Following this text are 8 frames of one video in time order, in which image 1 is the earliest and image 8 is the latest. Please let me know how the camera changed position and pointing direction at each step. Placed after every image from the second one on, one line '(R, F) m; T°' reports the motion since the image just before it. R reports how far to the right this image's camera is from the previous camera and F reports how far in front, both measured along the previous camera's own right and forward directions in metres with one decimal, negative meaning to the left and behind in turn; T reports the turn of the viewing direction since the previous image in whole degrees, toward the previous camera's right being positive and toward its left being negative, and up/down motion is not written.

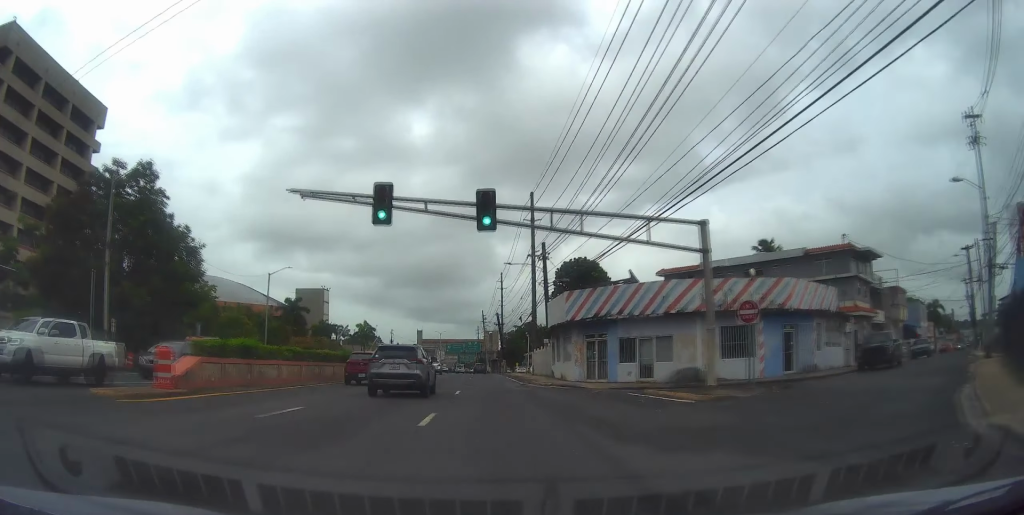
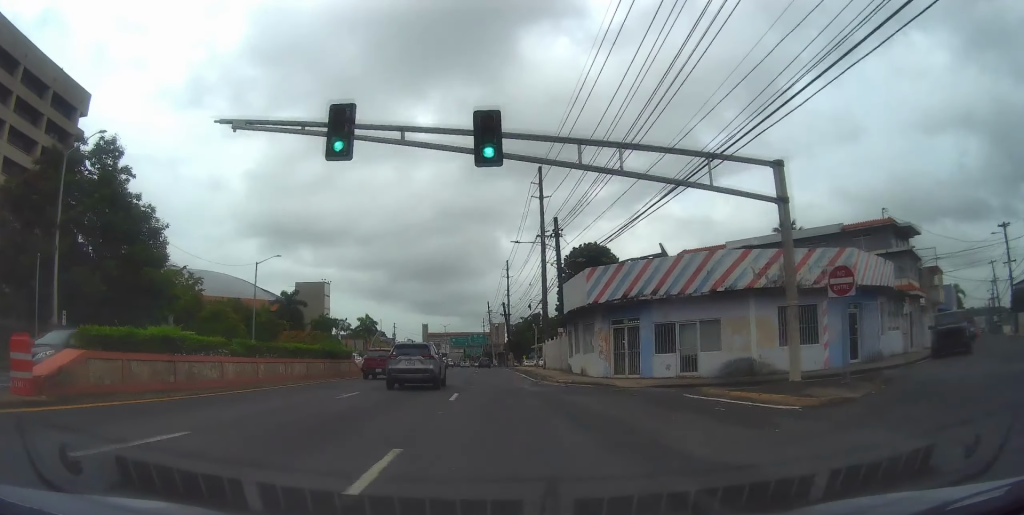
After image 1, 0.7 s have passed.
(0.0, +6.2) m; 0°
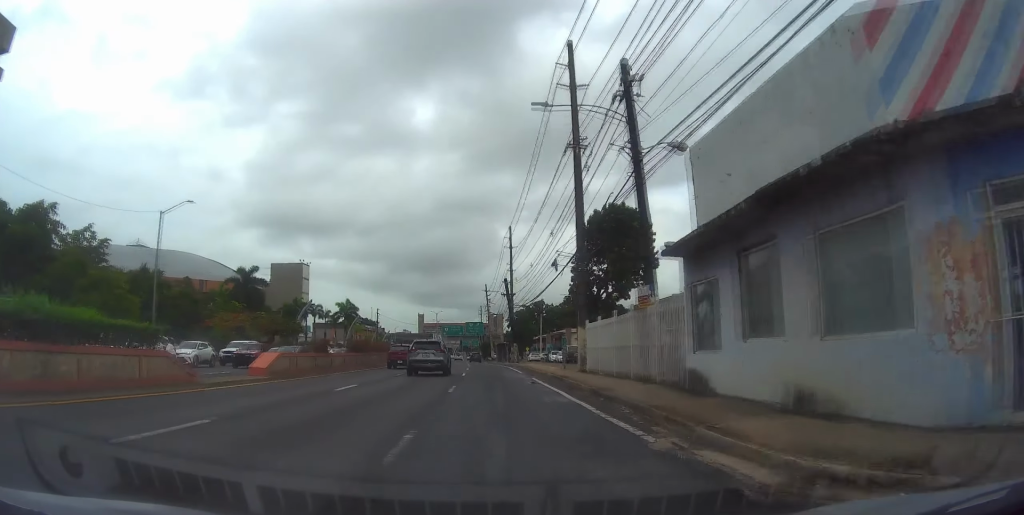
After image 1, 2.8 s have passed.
(0.0, +23.0) m; 0°
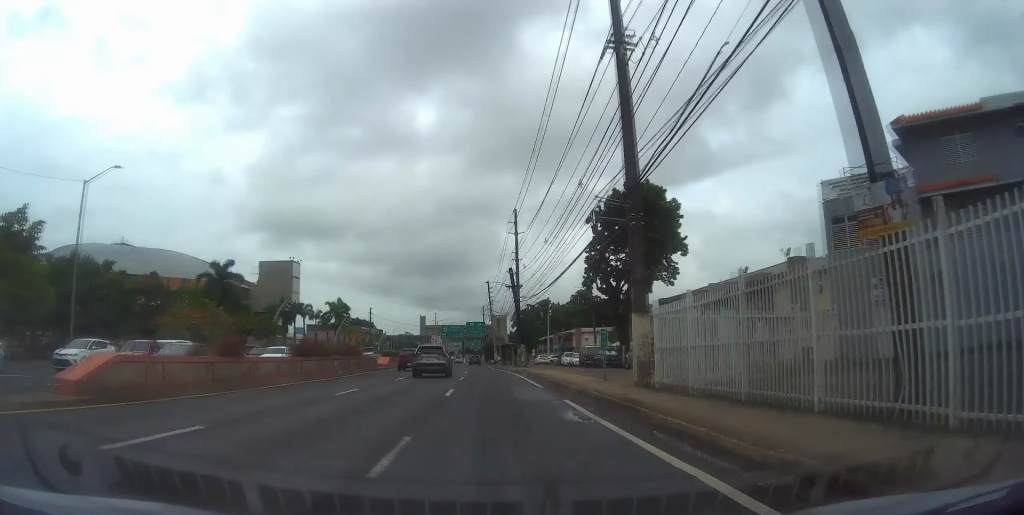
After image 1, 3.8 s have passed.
(0.0, +12.0) m; 0°
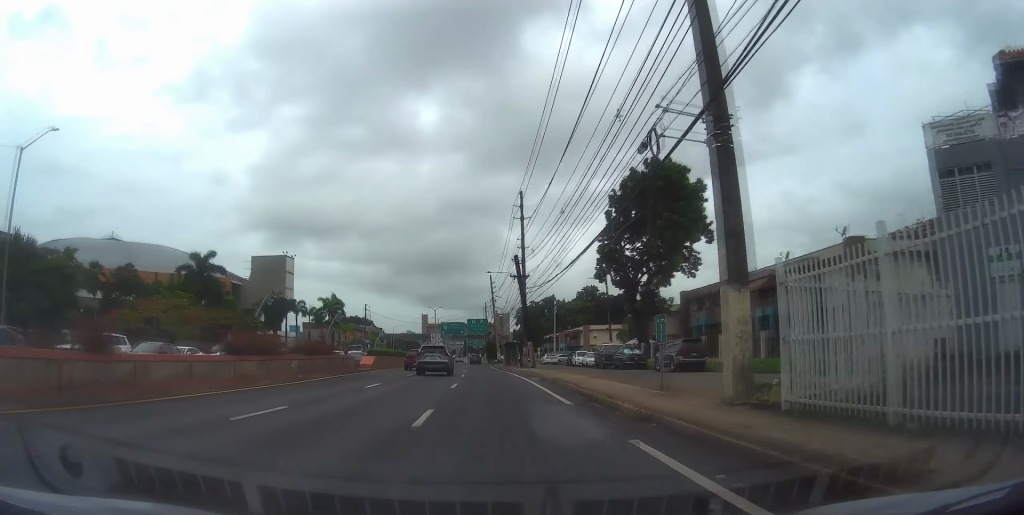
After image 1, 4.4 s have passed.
(0.0, +8.0) m; 0°
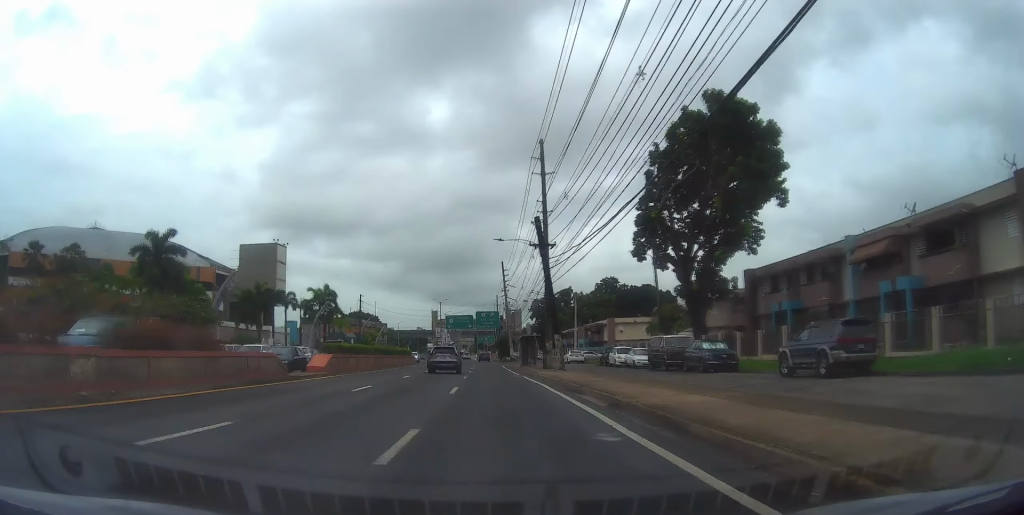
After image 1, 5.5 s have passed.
(-0.1, +15.6) m; -1°
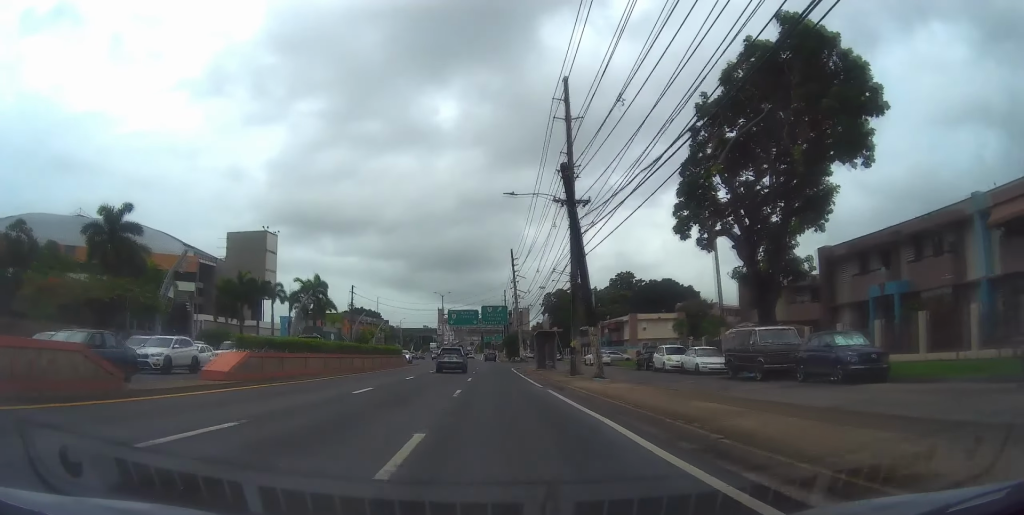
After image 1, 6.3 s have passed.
(0.0, +12.3) m; -1°
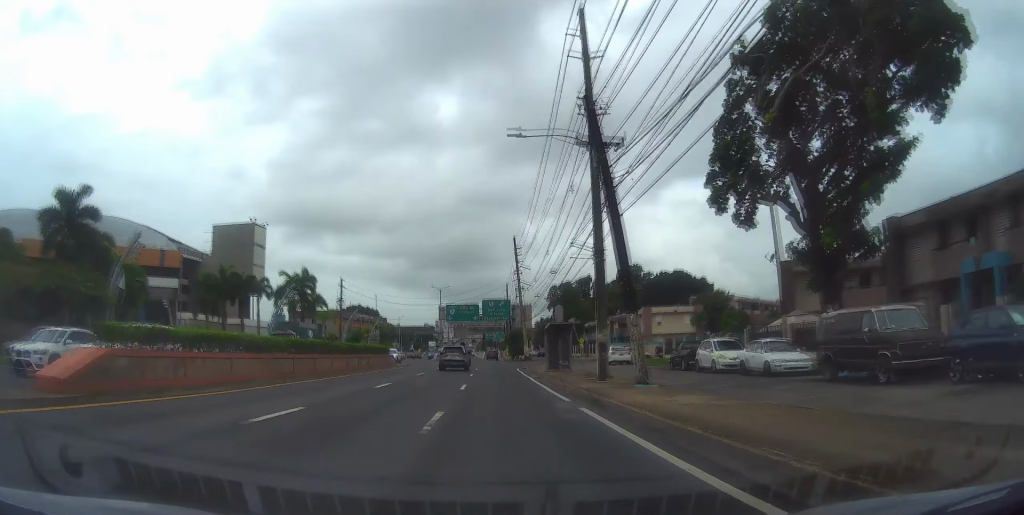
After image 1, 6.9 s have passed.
(-0.1, +8.5) m; 0°
